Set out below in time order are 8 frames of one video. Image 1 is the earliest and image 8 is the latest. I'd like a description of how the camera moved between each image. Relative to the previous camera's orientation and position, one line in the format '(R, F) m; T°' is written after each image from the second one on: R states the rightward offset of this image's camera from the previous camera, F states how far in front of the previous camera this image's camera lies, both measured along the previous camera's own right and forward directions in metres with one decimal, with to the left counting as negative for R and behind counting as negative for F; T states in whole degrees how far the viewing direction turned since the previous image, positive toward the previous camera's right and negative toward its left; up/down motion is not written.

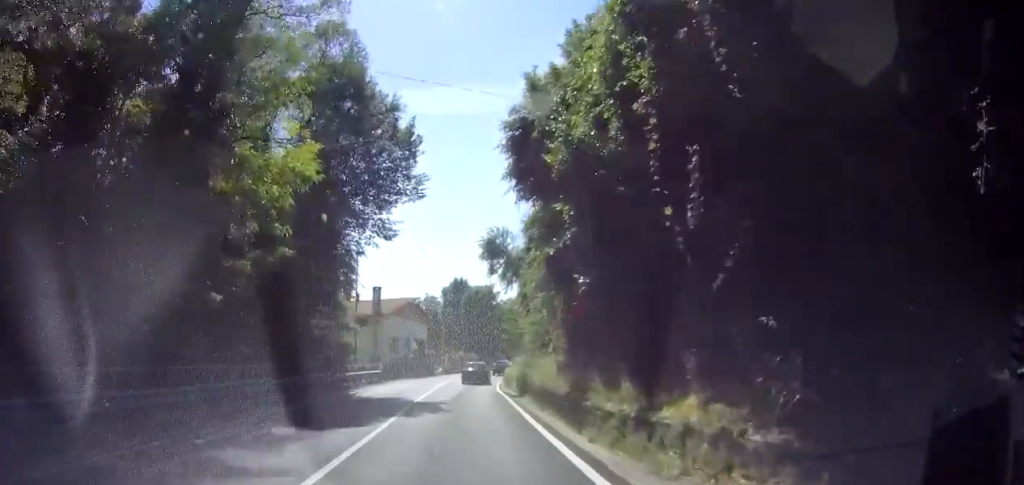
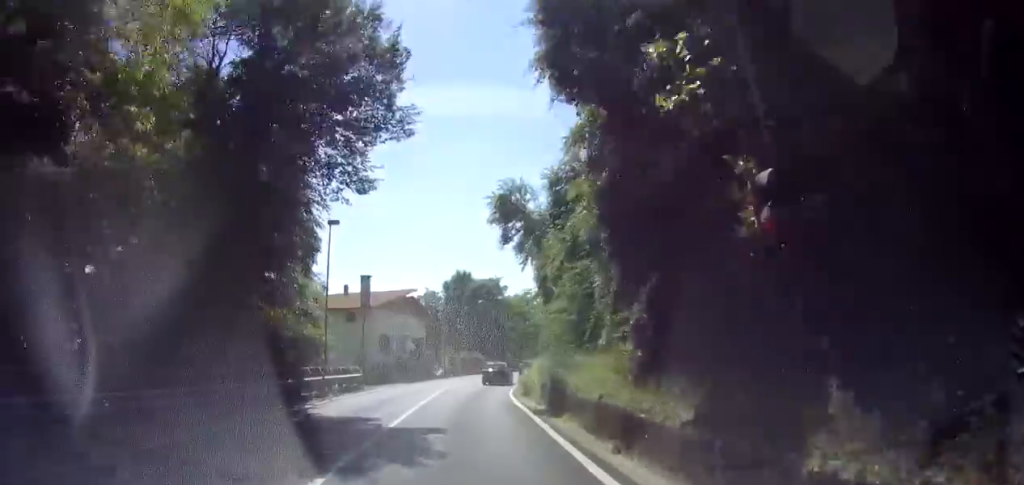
(-0.4, +7.2) m; -1°
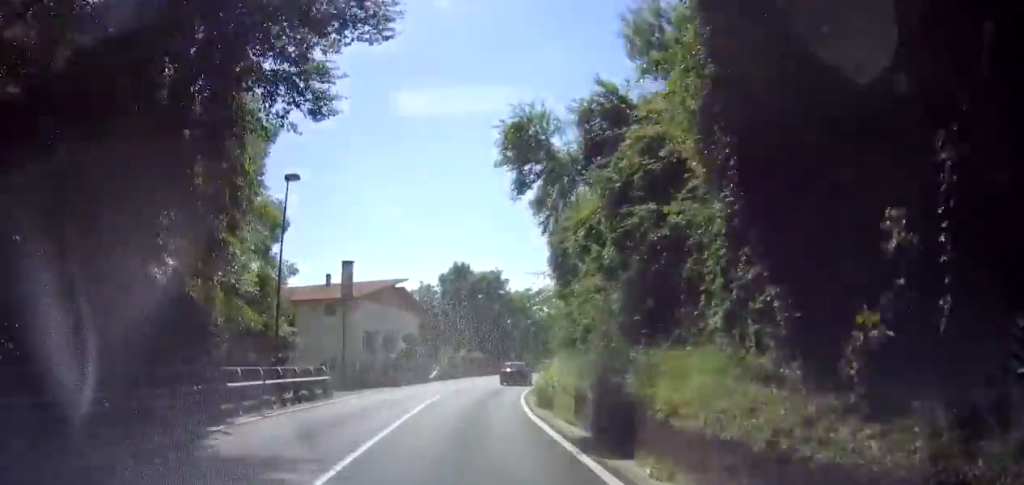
(0.0, +5.9) m; +1°
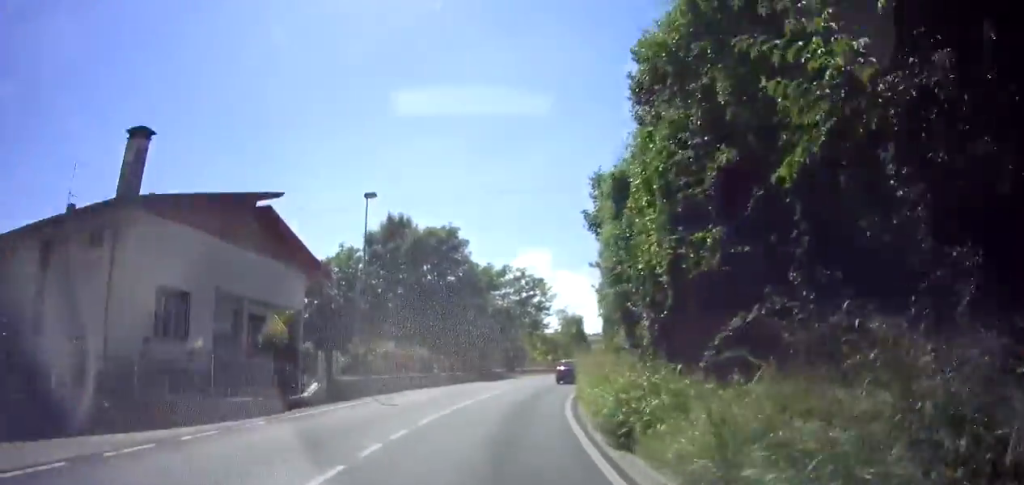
(+1.1, +21.6) m; +9°
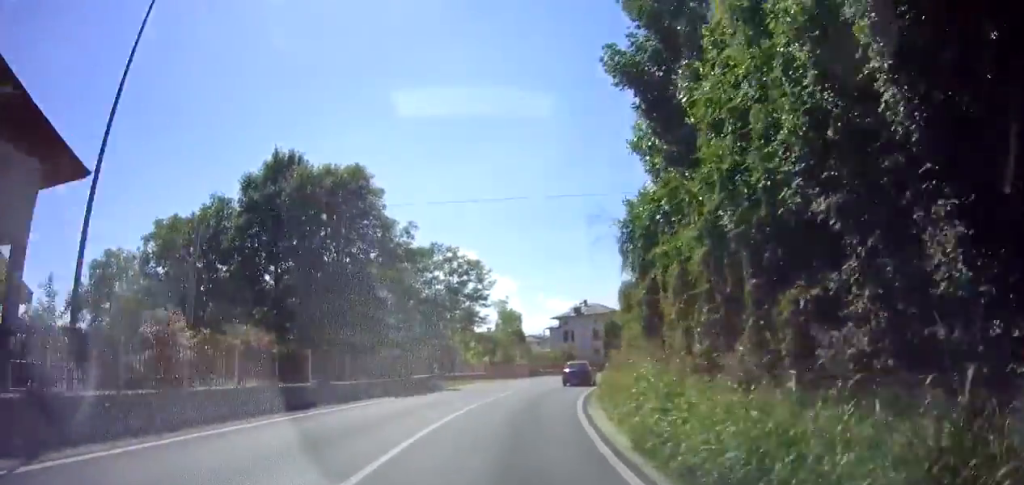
(+1.4, +13.4) m; +12°
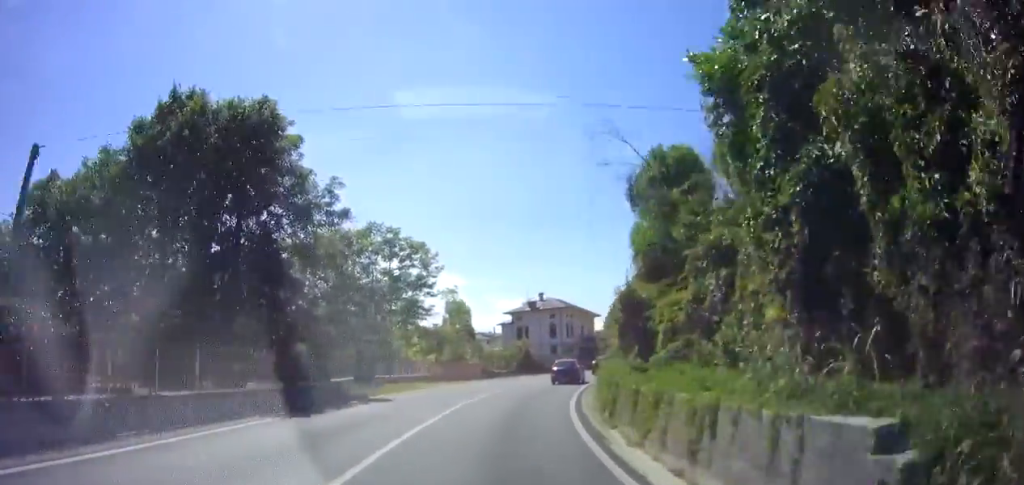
(+0.7, +7.5) m; +4°
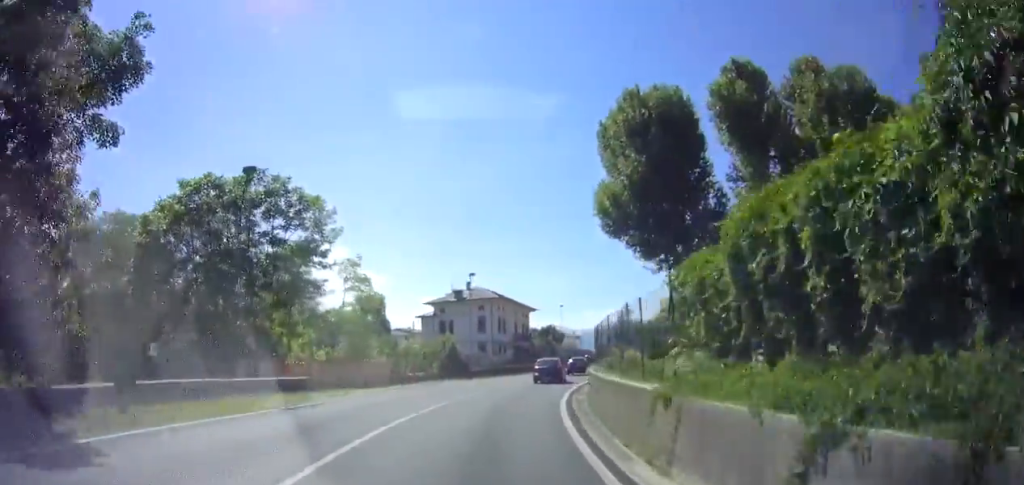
(+0.4, +12.8) m; +5°
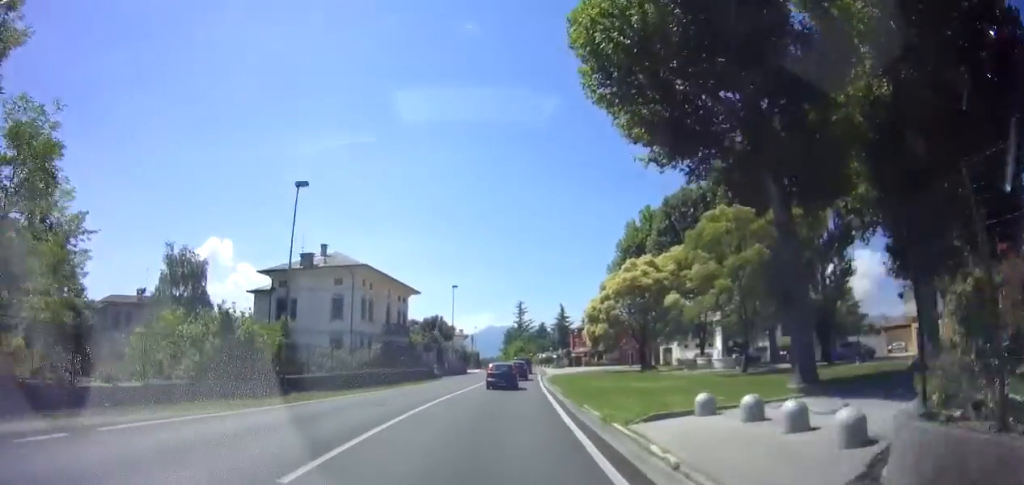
(+2.0, +21.2) m; +11°
